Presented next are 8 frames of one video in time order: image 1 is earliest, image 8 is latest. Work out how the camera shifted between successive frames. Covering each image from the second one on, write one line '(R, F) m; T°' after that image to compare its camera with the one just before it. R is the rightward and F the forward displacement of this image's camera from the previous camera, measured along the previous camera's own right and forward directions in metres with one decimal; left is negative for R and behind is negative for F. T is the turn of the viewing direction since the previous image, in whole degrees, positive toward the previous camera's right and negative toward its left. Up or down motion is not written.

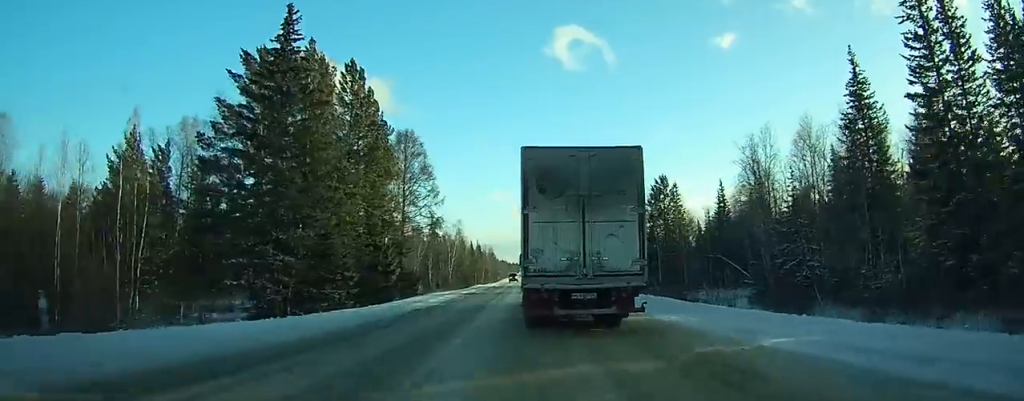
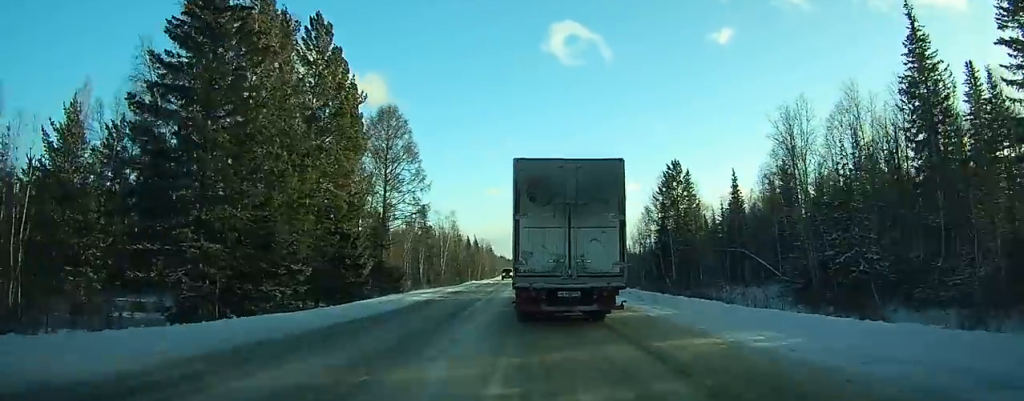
(0.0, +8.5) m; -1°
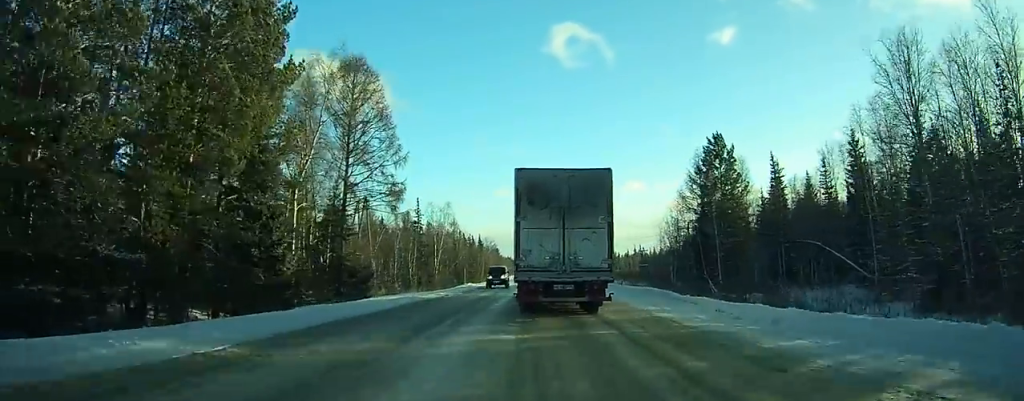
(-0.1, +14.8) m; -1°
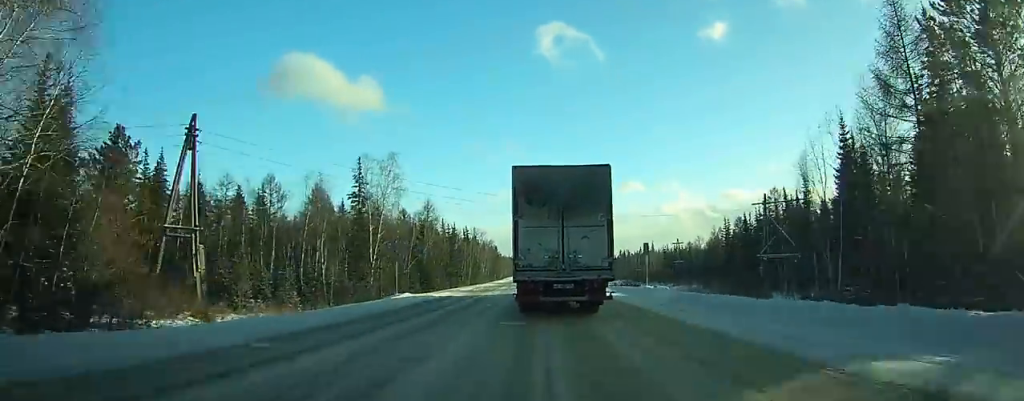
(-0.4, +36.1) m; -1°
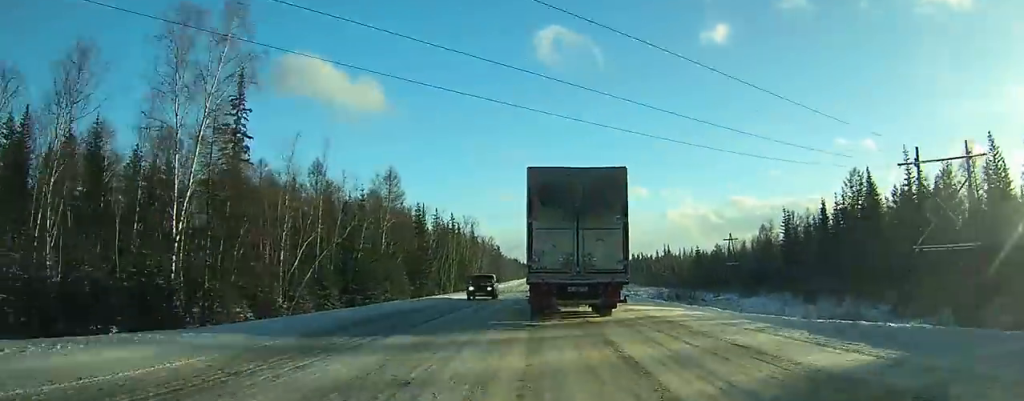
(0.0, +32.0) m; 0°
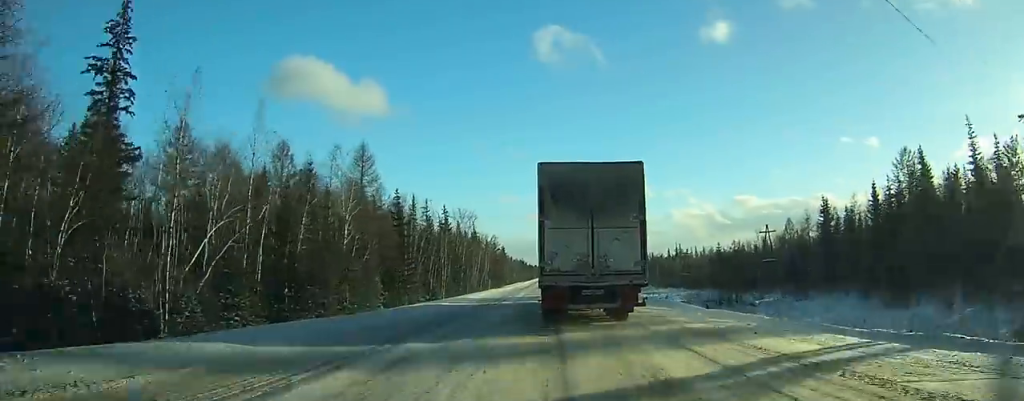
(+0.1, +13.0) m; 0°
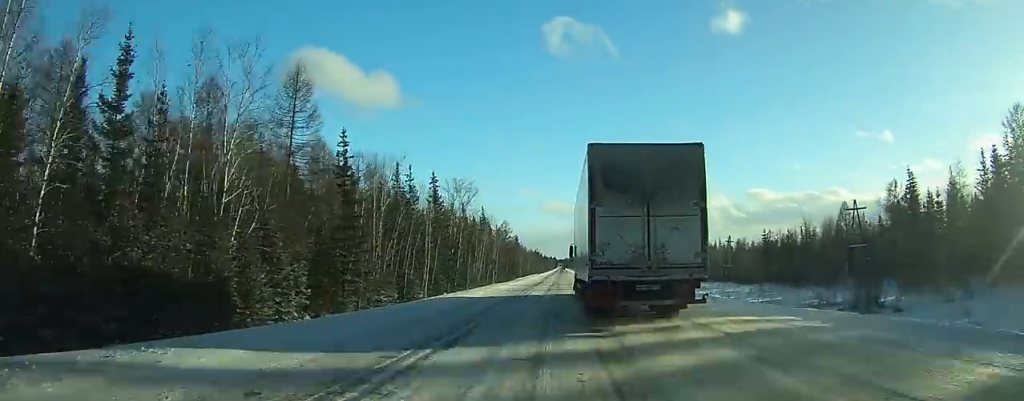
(-0.1, +20.2) m; 0°
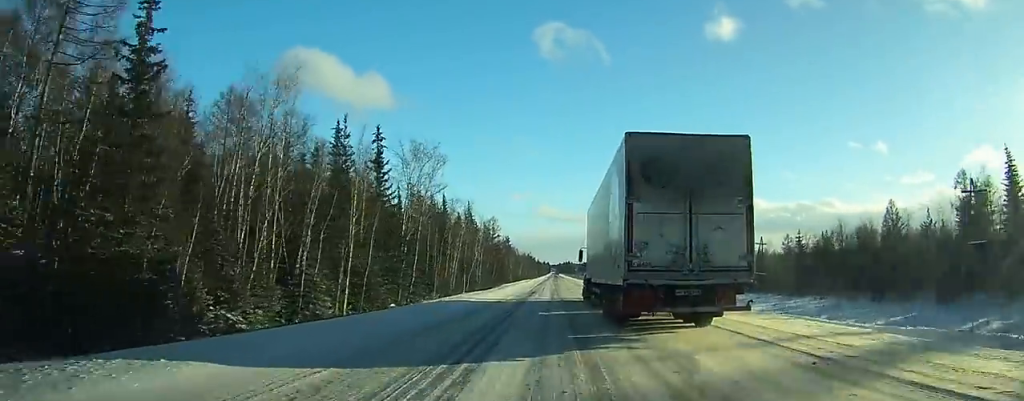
(0.0, +20.3) m; 0°
